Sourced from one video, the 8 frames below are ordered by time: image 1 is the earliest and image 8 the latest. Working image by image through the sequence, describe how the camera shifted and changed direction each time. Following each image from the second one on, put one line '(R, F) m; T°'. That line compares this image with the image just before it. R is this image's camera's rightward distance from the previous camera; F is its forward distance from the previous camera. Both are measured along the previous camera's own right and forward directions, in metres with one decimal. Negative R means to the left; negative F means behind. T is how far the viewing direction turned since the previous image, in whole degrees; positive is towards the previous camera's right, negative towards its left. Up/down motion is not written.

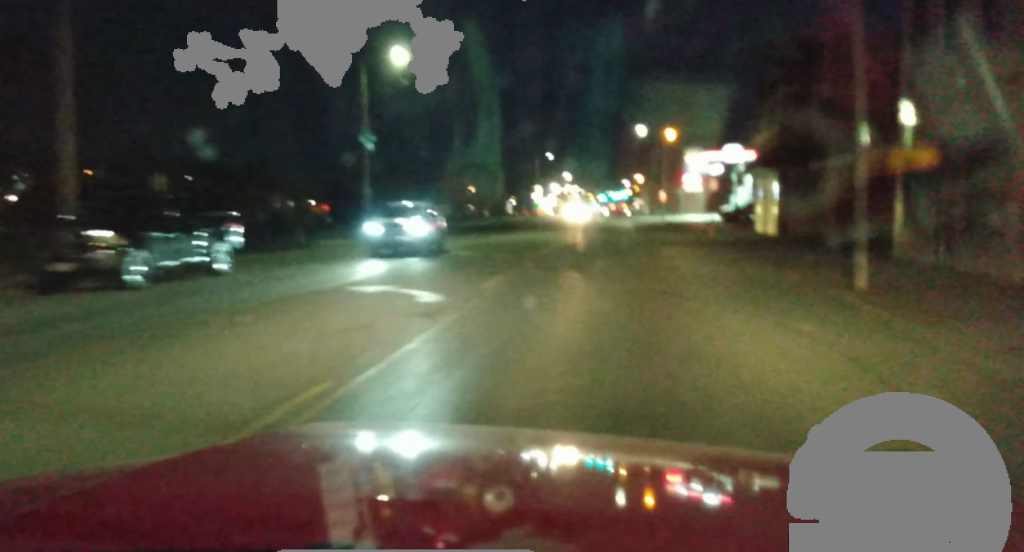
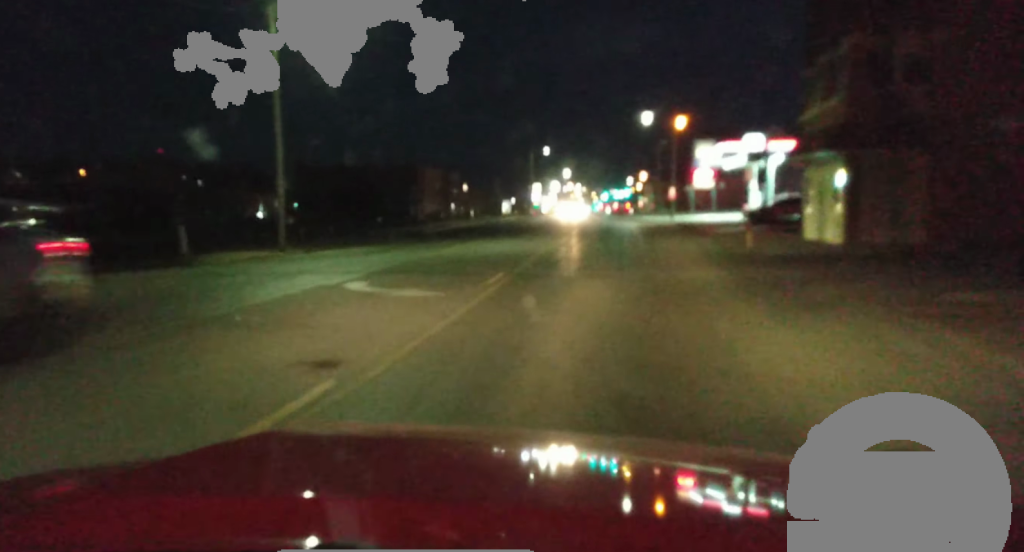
(-0.3, +11.6) m; -1°
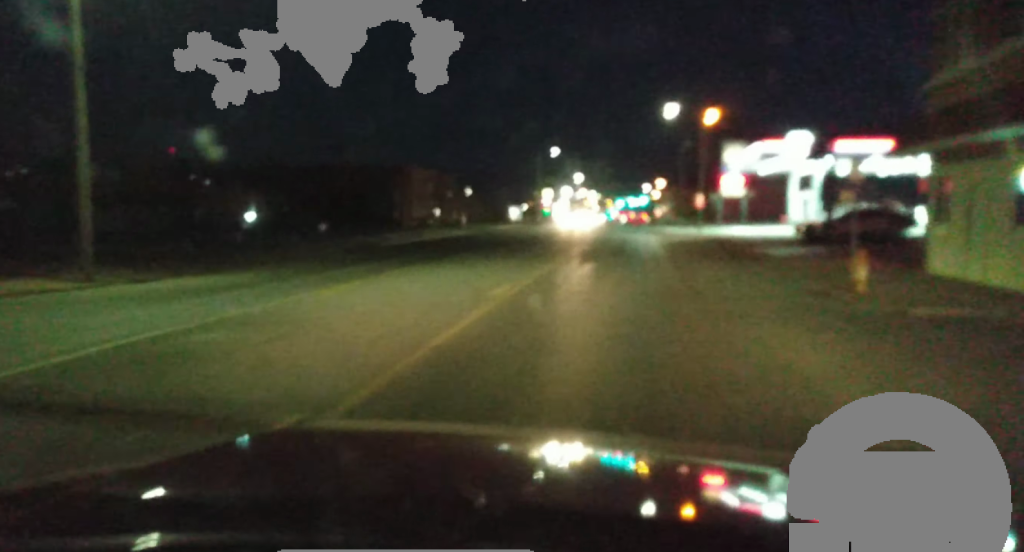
(0.0, +12.2) m; +1°
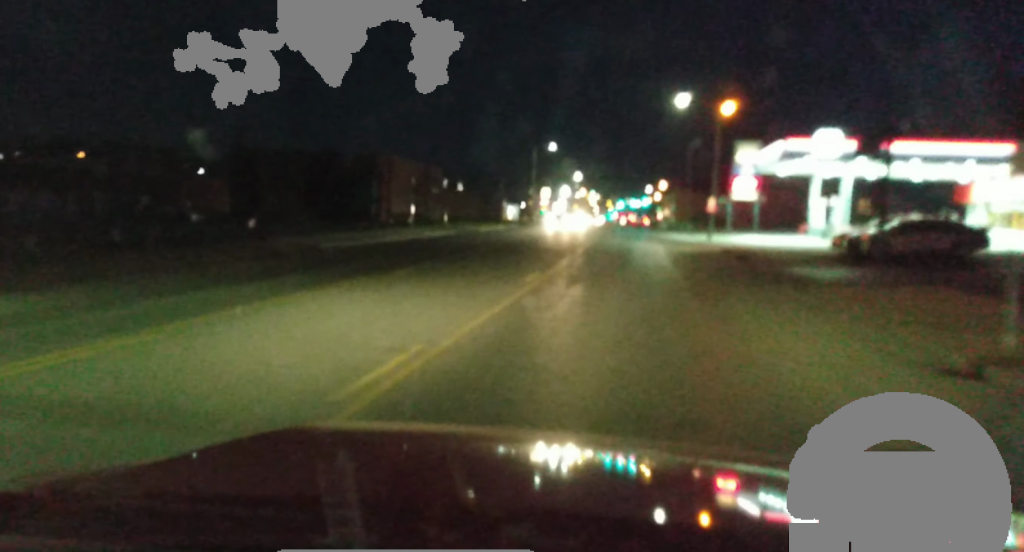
(+0.1, +8.2) m; +1°
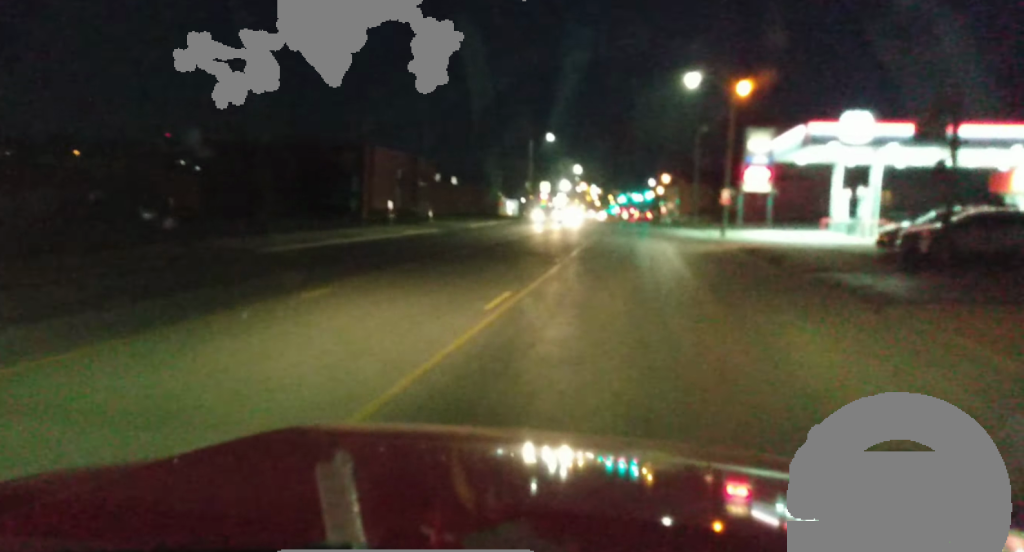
(0.0, +6.0) m; 0°
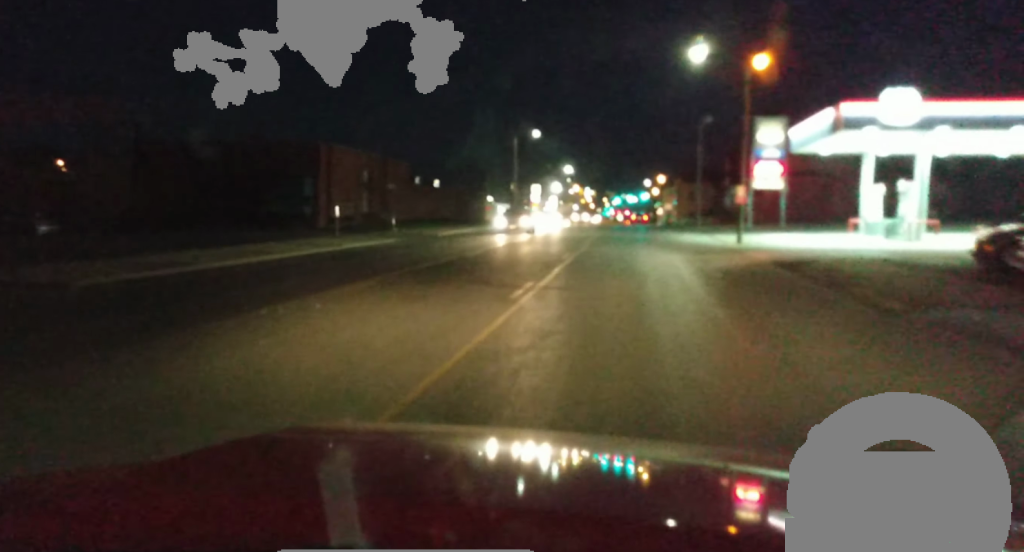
(-0.1, +10.4) m; 0°
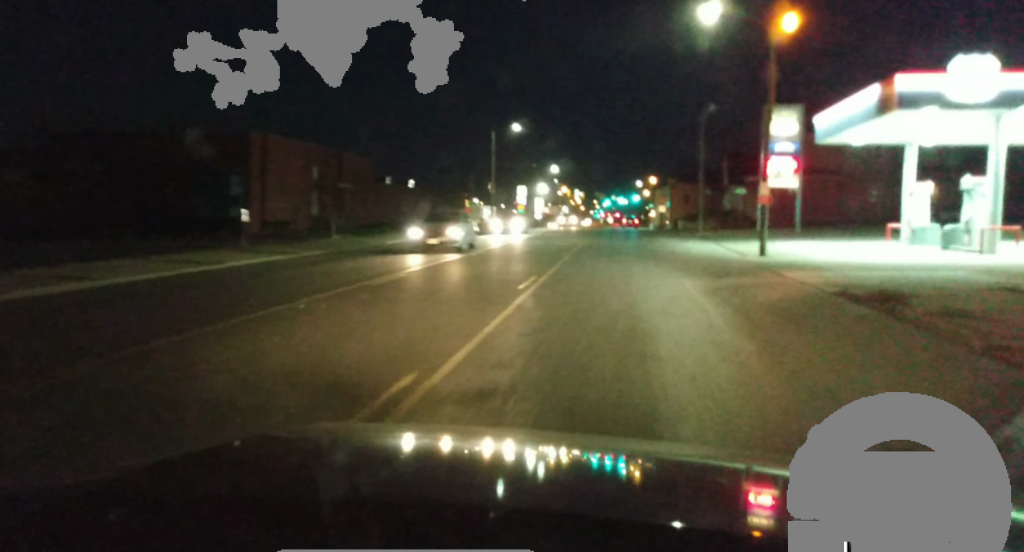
(0.0, +11.7) m; +1°
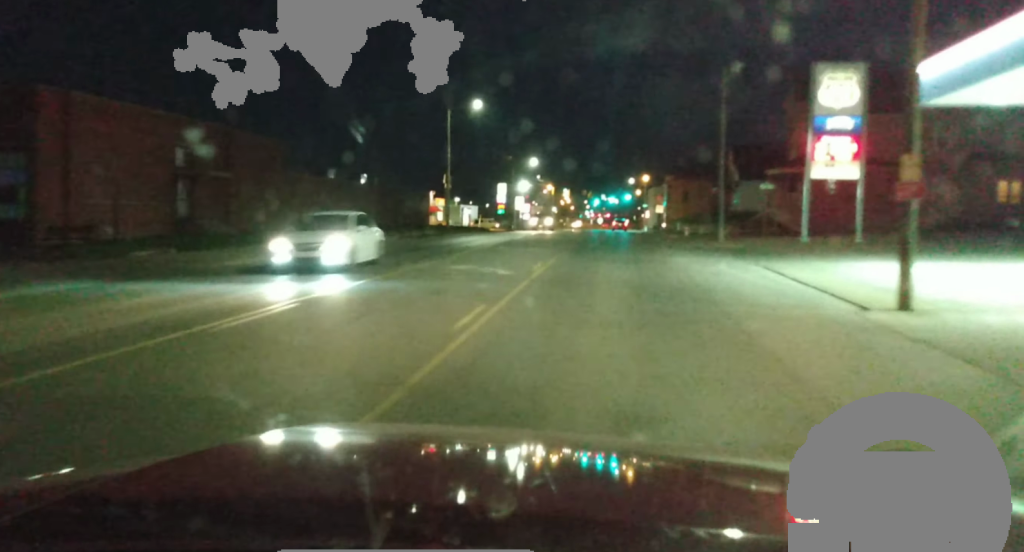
(+0.6, +21.3) m; +1°
